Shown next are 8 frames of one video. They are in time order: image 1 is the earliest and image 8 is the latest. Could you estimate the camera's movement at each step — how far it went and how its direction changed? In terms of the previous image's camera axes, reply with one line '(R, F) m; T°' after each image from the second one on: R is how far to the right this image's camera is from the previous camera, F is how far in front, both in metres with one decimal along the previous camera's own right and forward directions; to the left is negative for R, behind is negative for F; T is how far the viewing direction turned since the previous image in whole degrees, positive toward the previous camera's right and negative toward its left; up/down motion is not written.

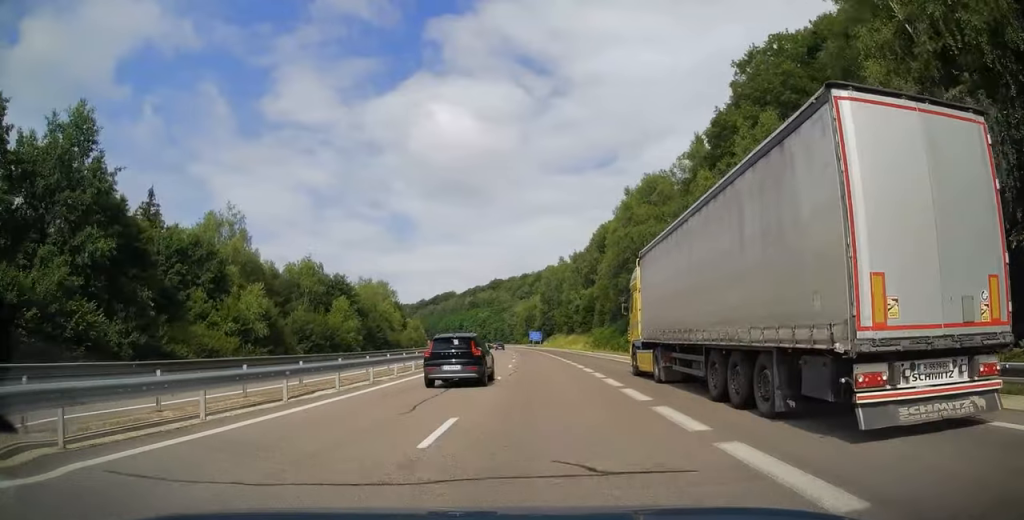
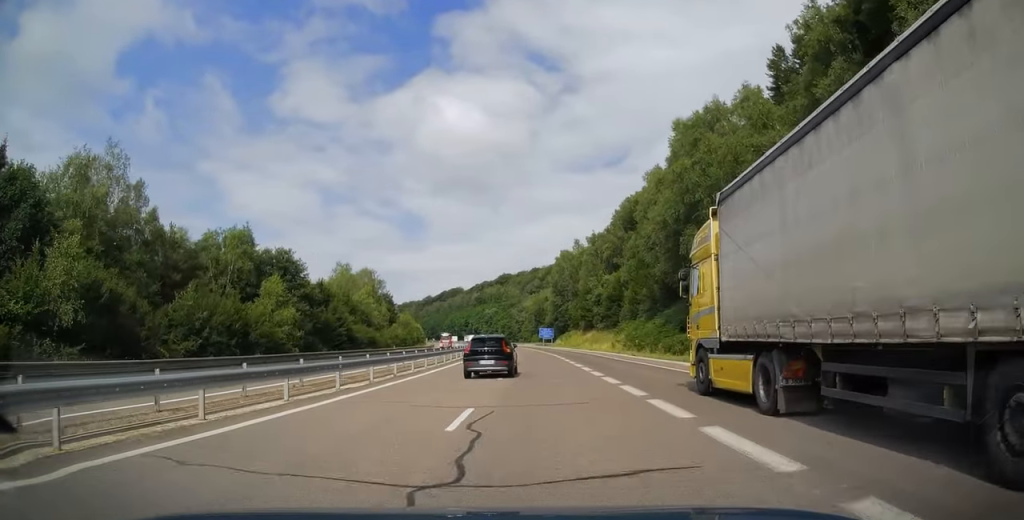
(-0.1, +24.7) m; -1°
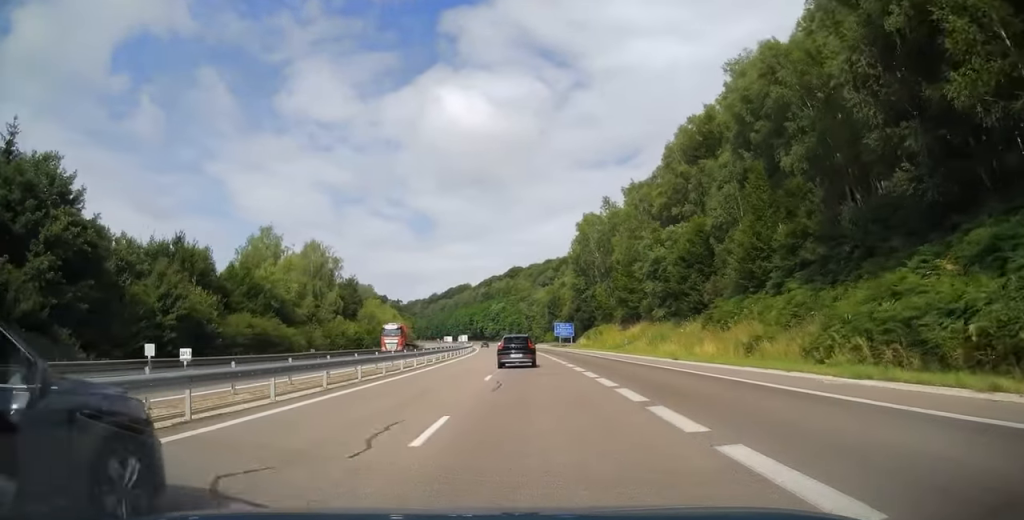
(-1.1, +40.8) m; -2°
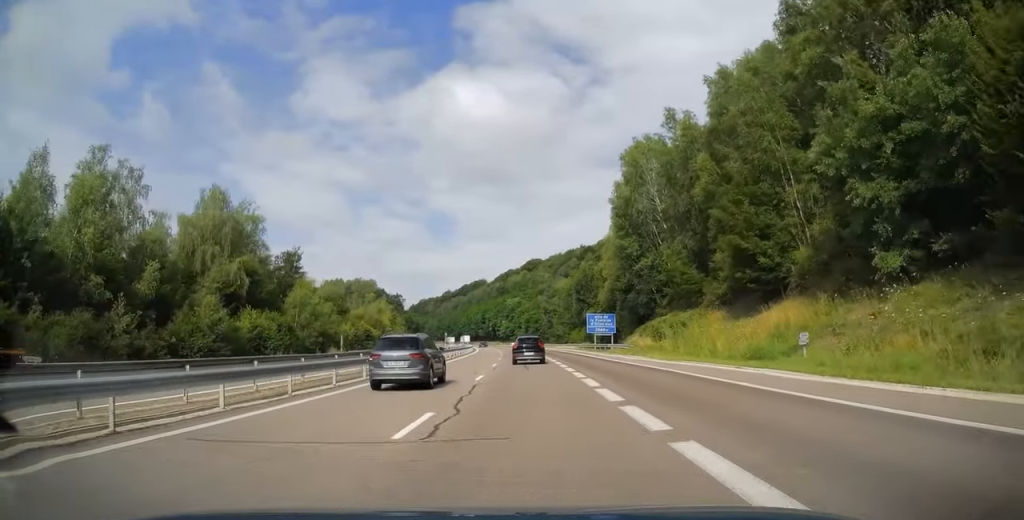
(-0.3, +38.6) m; -1°
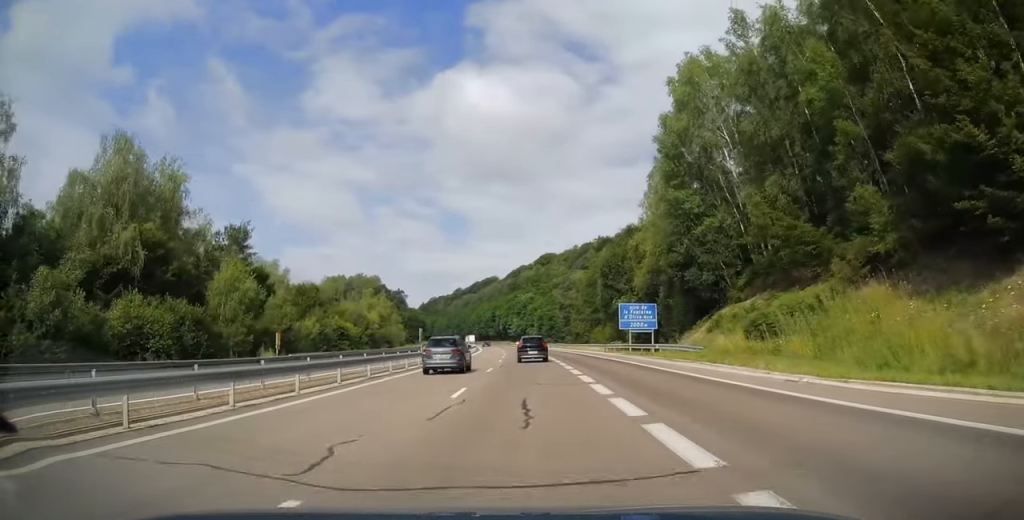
(-0.2, +19.9) m; -1°
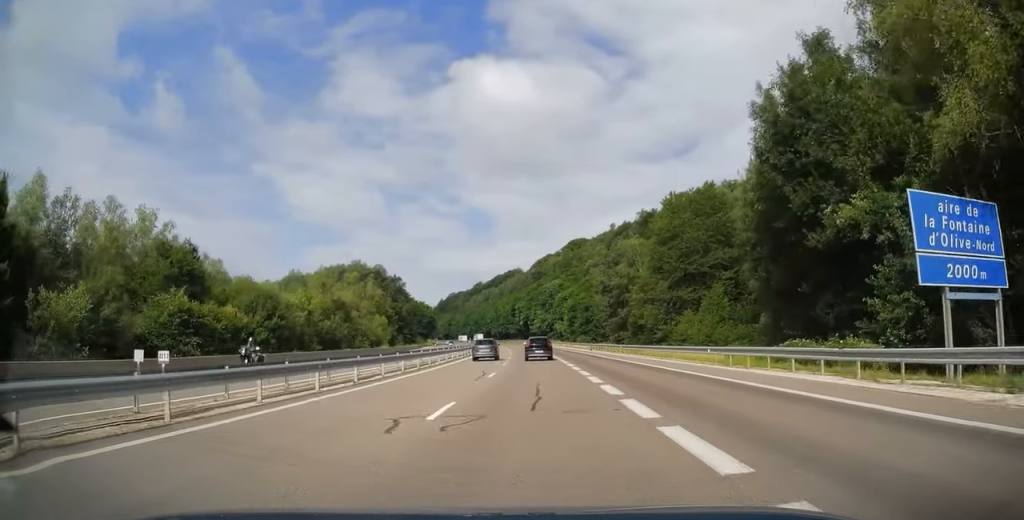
(-1.1, +43.4) m; -2°
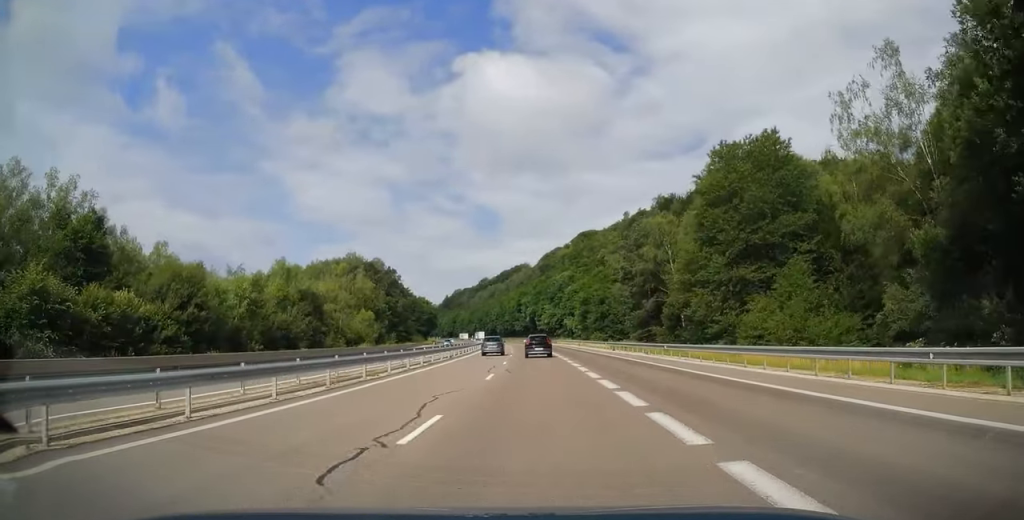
(-0.1, +15.5) m; -1°
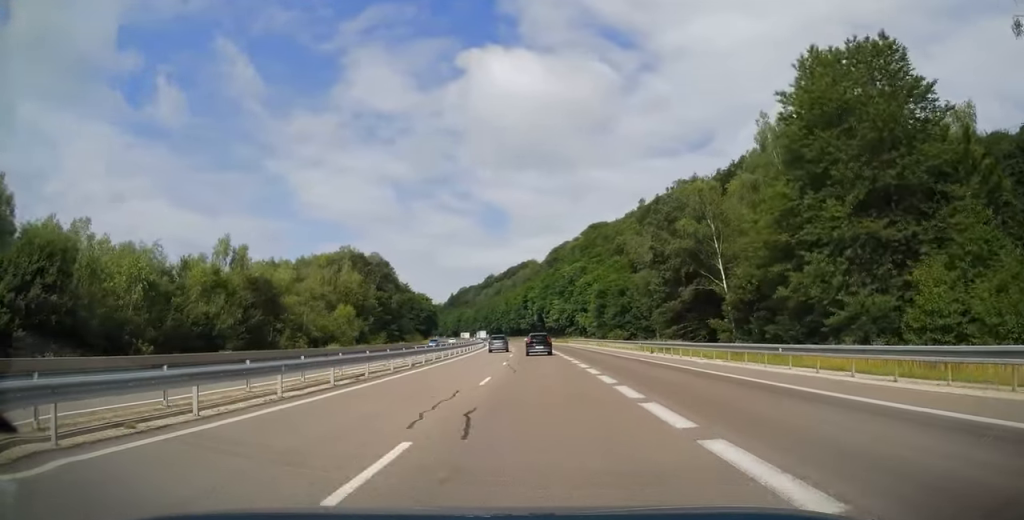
(0.0, +15.9) m; -1°
